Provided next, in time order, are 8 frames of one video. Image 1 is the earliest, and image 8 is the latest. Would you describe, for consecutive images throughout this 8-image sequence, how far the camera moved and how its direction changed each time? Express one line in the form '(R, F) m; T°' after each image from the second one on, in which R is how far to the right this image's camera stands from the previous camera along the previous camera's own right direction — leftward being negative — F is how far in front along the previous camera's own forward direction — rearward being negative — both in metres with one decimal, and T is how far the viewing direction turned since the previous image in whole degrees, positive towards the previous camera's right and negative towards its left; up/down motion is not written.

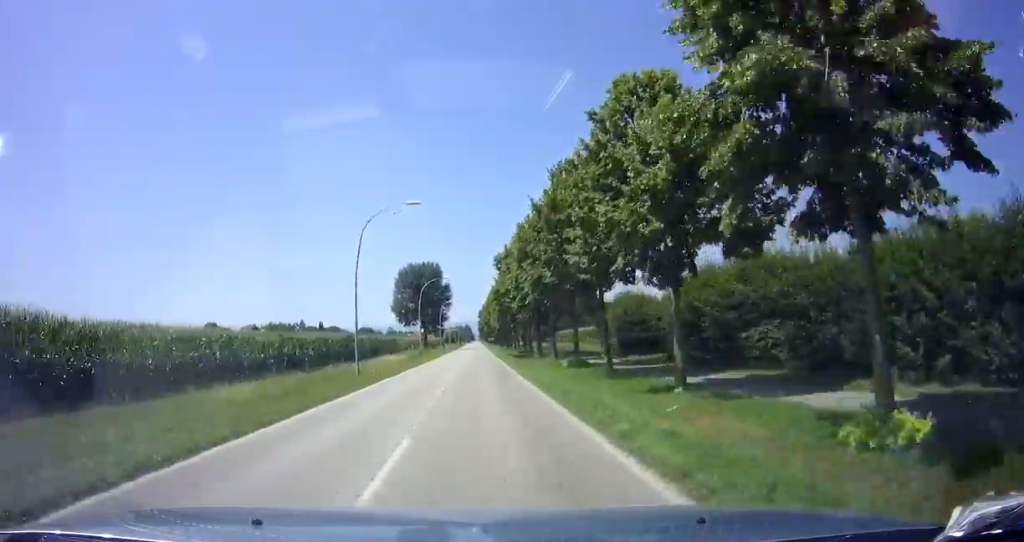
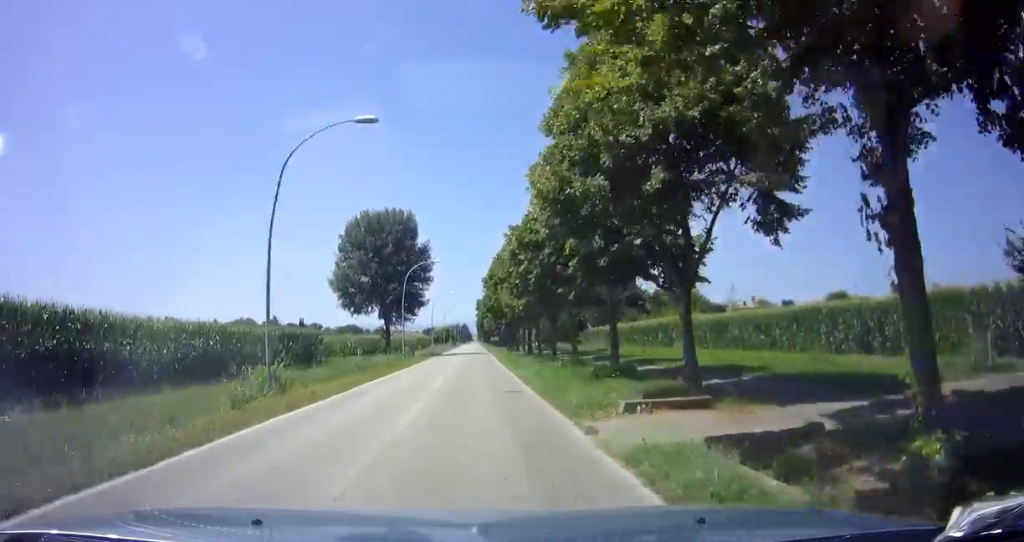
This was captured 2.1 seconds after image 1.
(+0.3, +41.5) m; +1°
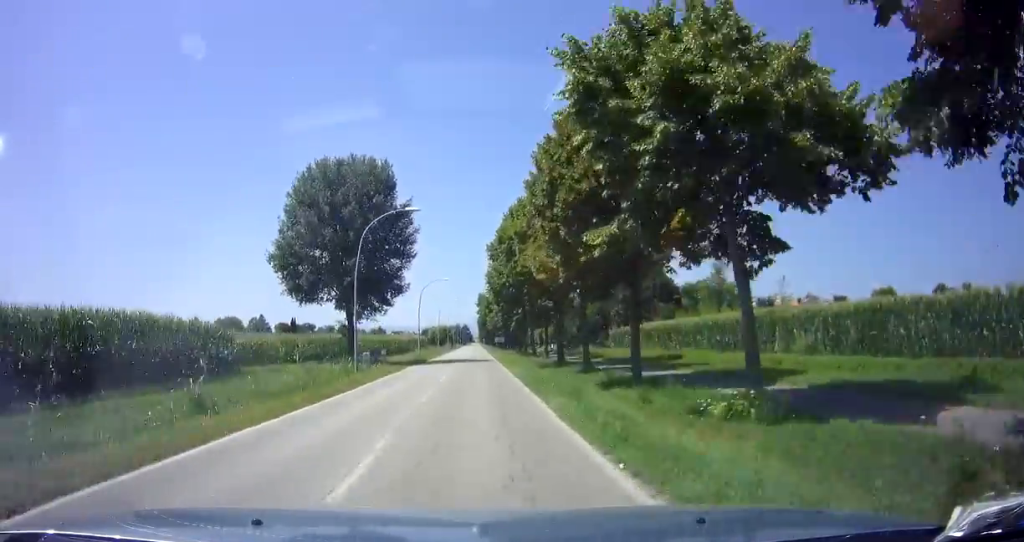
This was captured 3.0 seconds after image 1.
(+0.2, +18.5) m; 0°
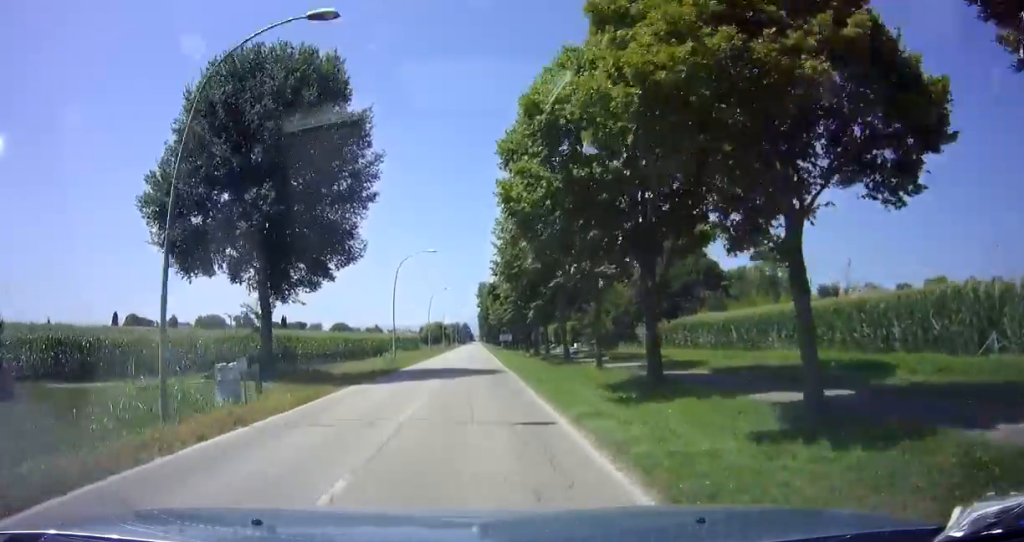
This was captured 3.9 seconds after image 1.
(-0.2, +17.7) m; -1°
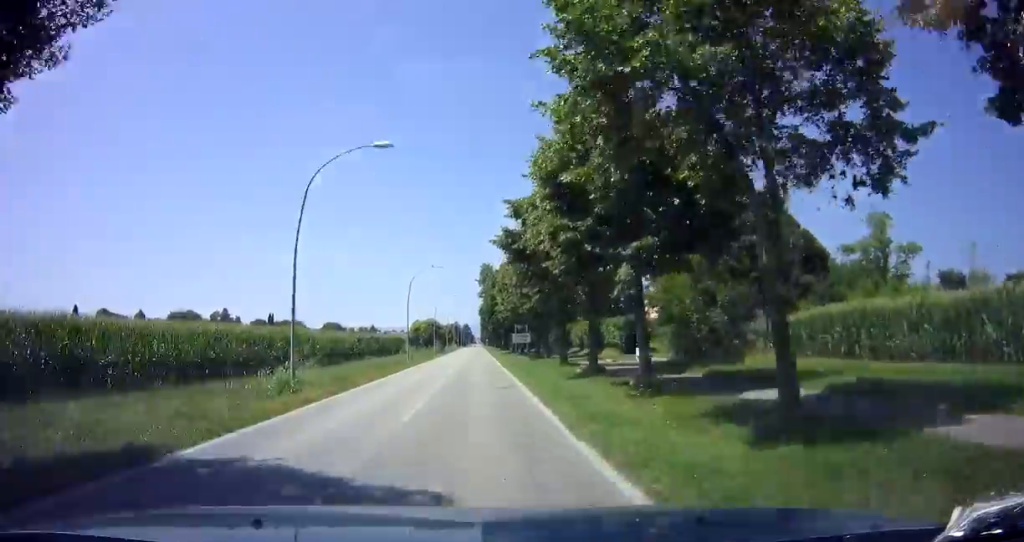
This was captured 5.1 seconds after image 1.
(+0.1, +23.2) m; 0°
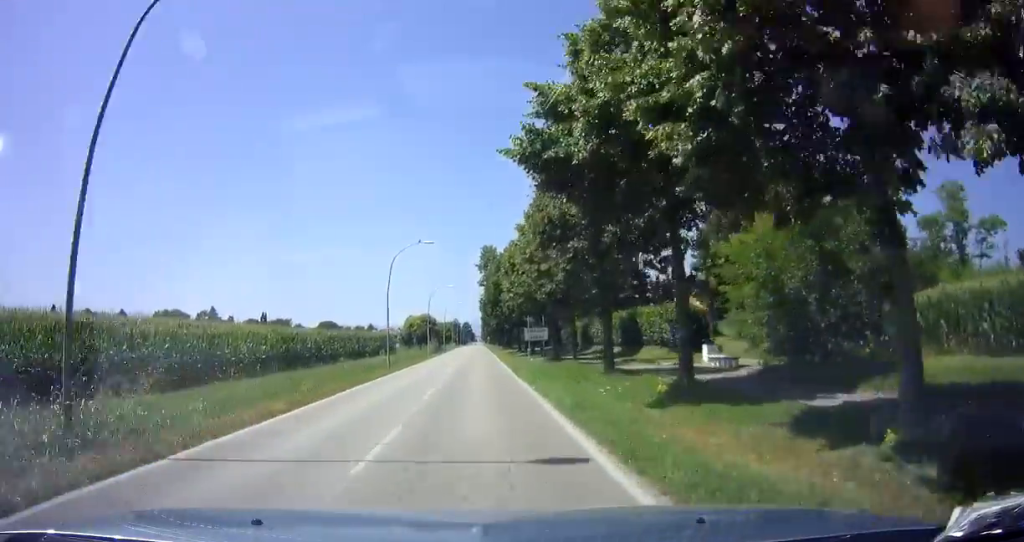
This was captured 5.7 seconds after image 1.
(0.0, +10.9) m; 0°
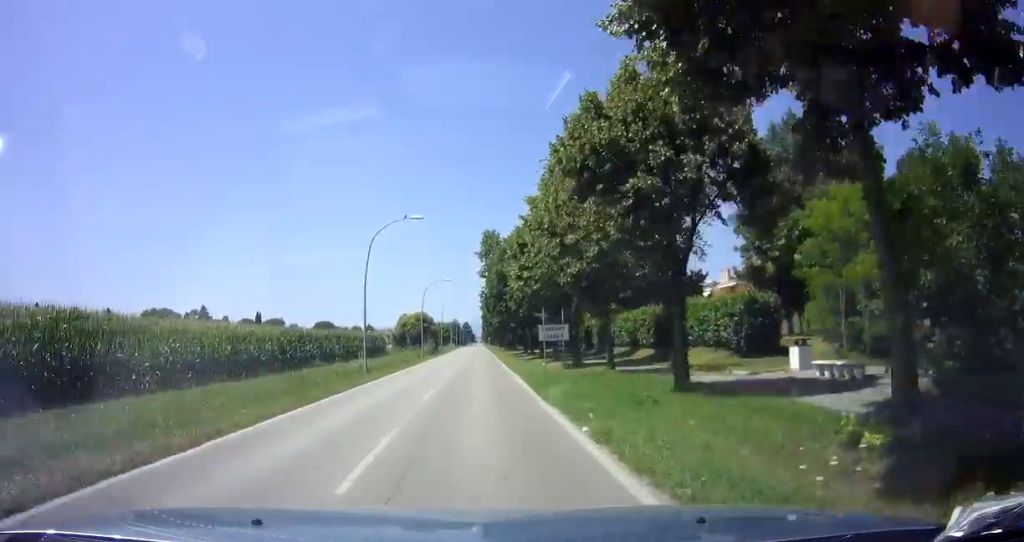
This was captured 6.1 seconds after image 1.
(0.0, +7.7) m; 0°
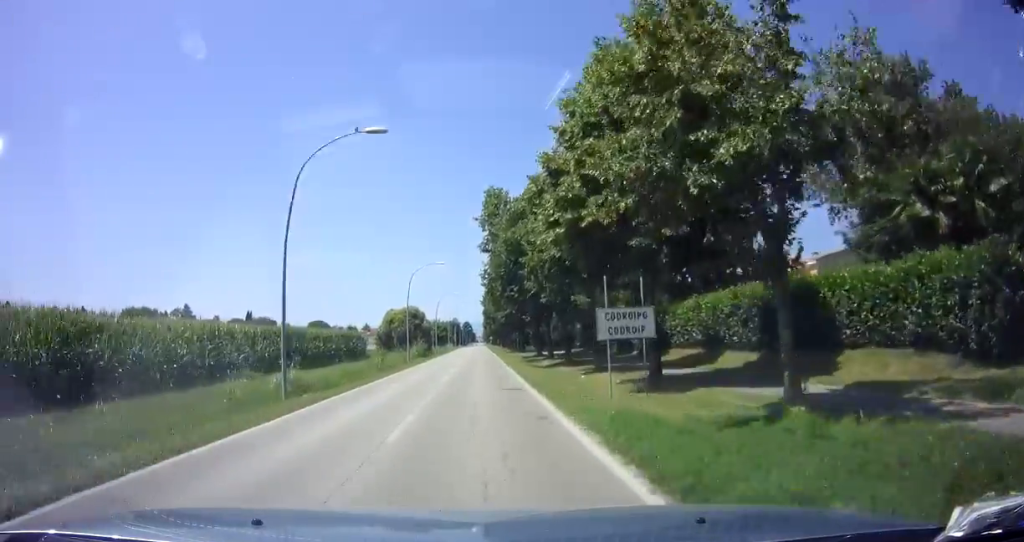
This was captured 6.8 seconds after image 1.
(0.0, +12.8) m; -1°
